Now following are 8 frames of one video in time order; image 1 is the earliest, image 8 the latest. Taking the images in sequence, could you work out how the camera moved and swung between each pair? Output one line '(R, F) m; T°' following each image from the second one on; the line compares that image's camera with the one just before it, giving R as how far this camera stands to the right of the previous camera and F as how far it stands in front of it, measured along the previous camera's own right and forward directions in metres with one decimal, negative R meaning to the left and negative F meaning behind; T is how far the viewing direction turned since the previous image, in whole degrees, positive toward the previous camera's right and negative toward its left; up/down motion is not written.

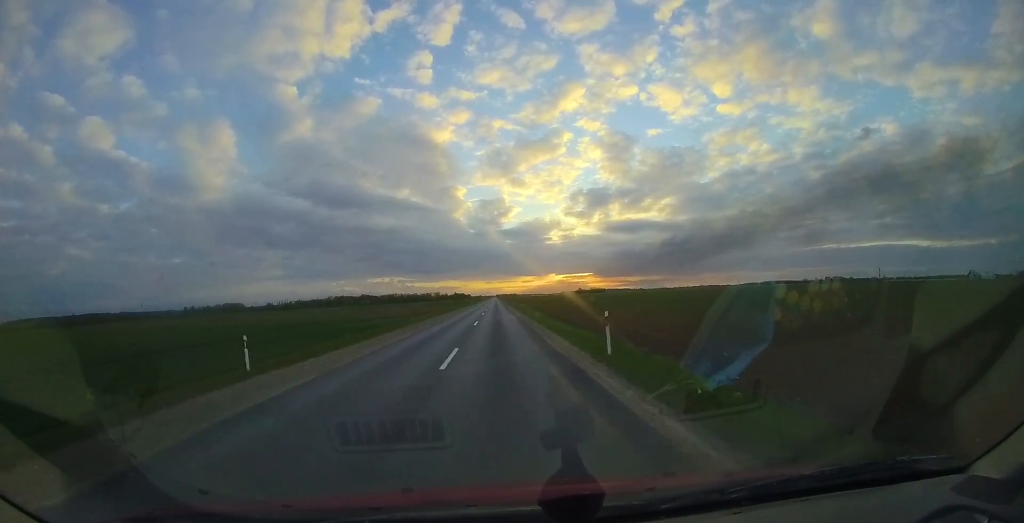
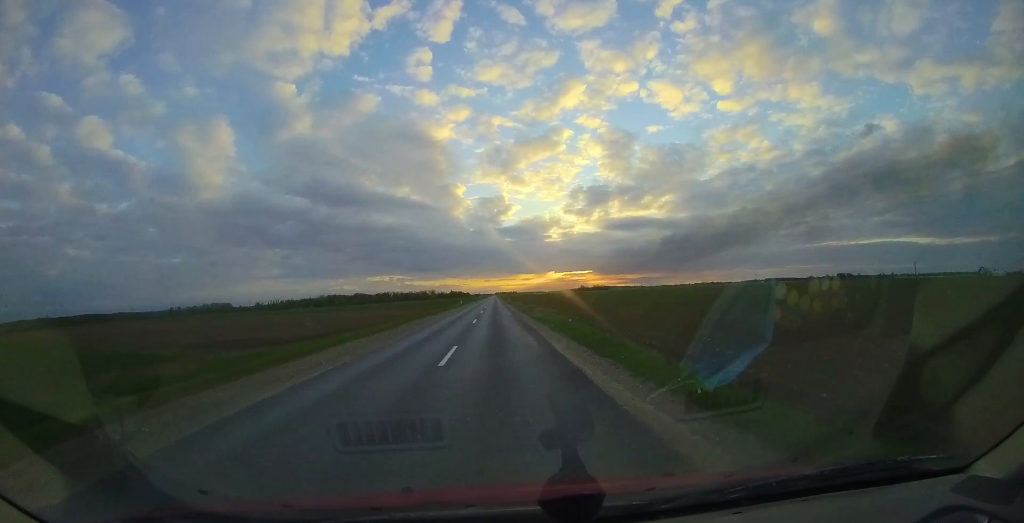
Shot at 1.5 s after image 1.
(+0.1, +36.2) m; 0°
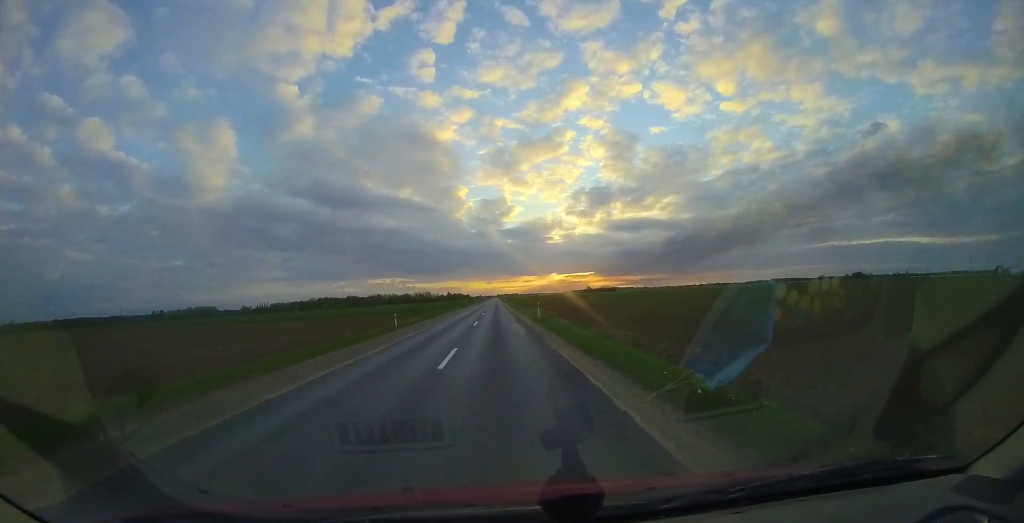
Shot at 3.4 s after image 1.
(-1.1, +47.6) m; -1°
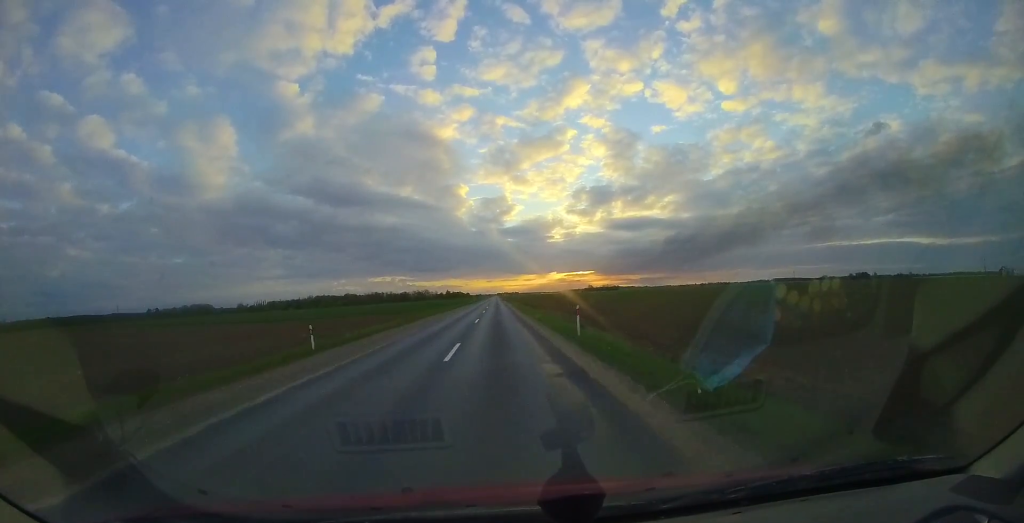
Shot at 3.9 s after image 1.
(+0.2, +11.4) m; 0°
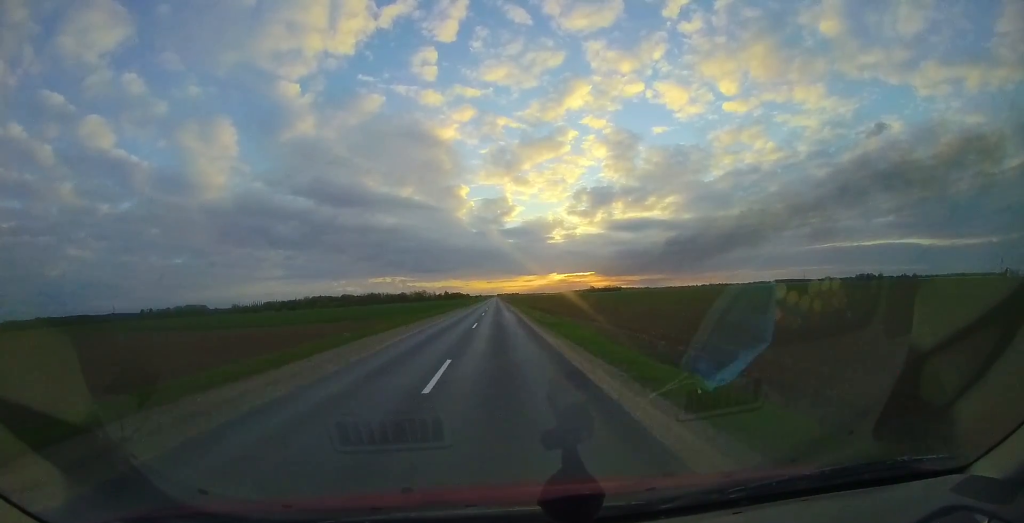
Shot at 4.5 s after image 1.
(+0.3, +15.1) m; +1°
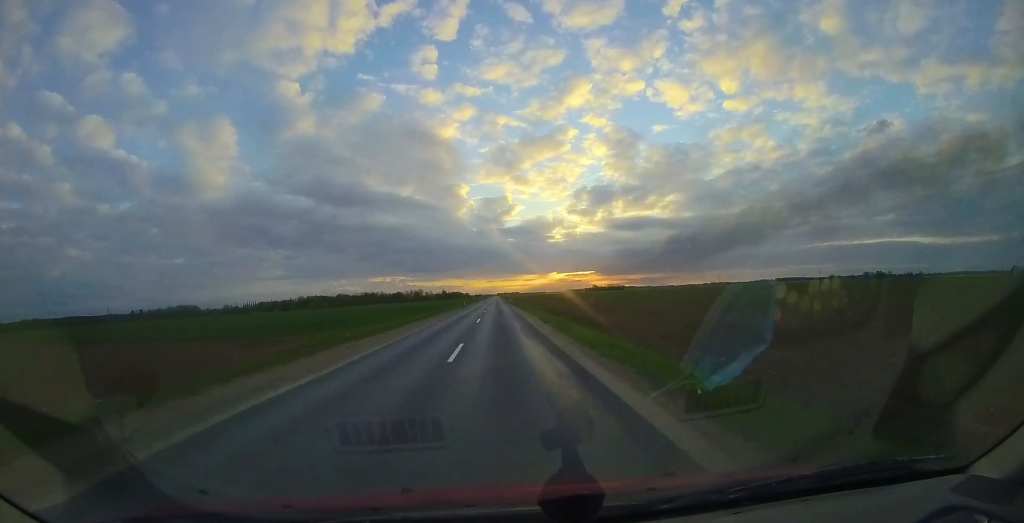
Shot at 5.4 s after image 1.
(-0.2, +20.9) m; 0°
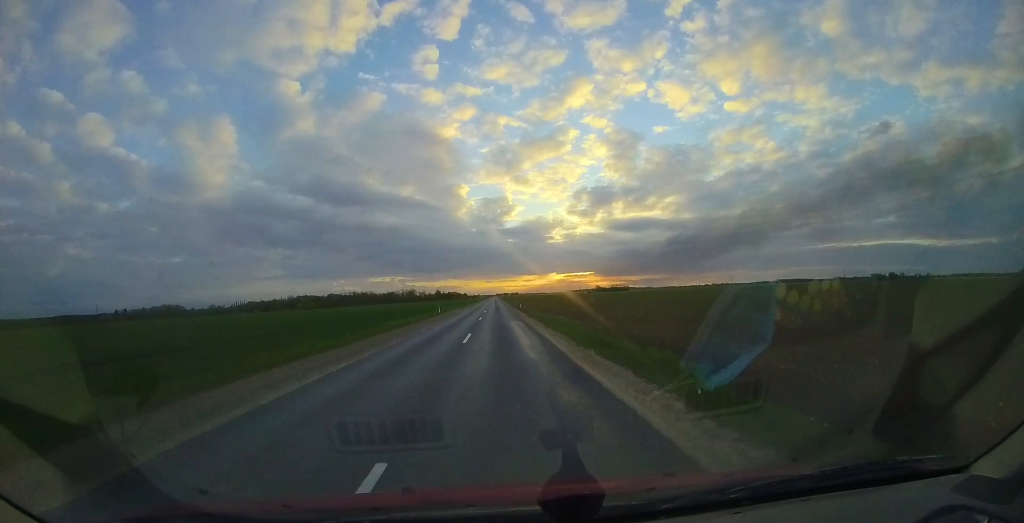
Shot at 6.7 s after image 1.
(-0.1, +32.0) m; -1°
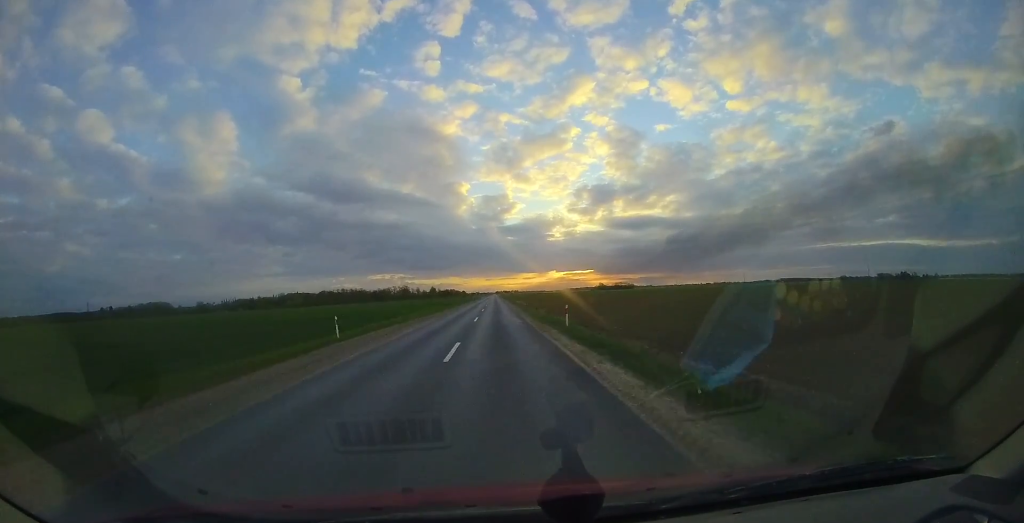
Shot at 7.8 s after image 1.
(-0.2, +28.1) m; 0°
